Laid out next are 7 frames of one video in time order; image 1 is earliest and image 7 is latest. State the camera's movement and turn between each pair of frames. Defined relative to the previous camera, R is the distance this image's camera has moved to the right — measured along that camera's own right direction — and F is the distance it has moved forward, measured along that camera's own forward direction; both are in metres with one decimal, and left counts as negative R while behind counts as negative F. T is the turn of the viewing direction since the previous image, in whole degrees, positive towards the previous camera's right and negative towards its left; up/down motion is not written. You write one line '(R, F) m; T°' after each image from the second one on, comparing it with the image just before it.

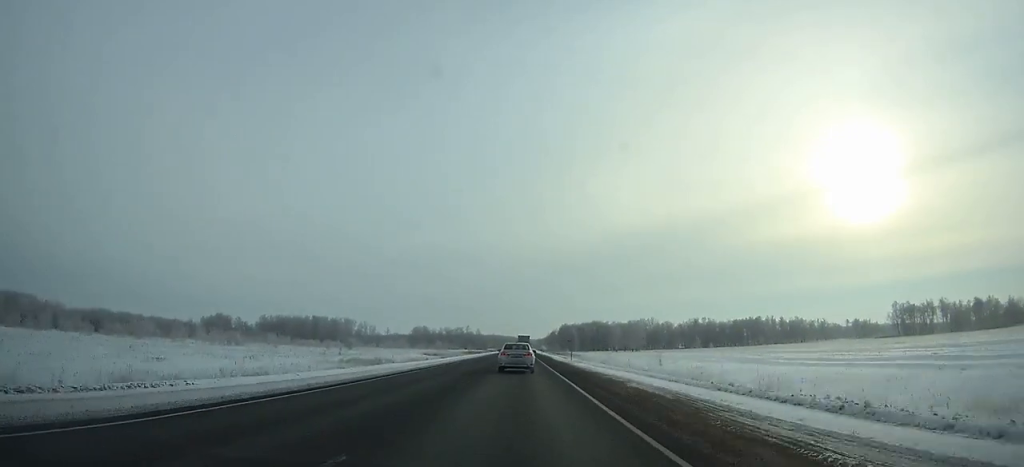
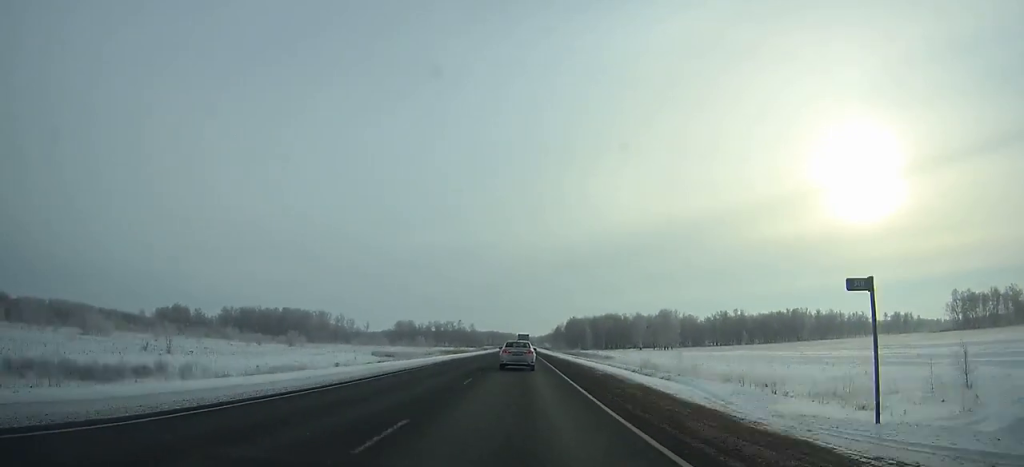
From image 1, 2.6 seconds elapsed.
(+0.1, +55.9) m; 0°
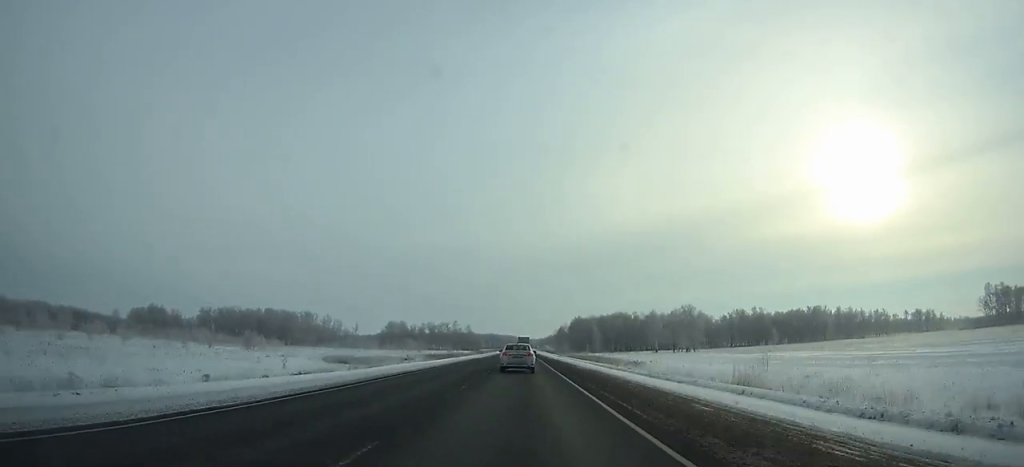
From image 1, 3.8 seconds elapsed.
(0.0, +26.0) m; 0°
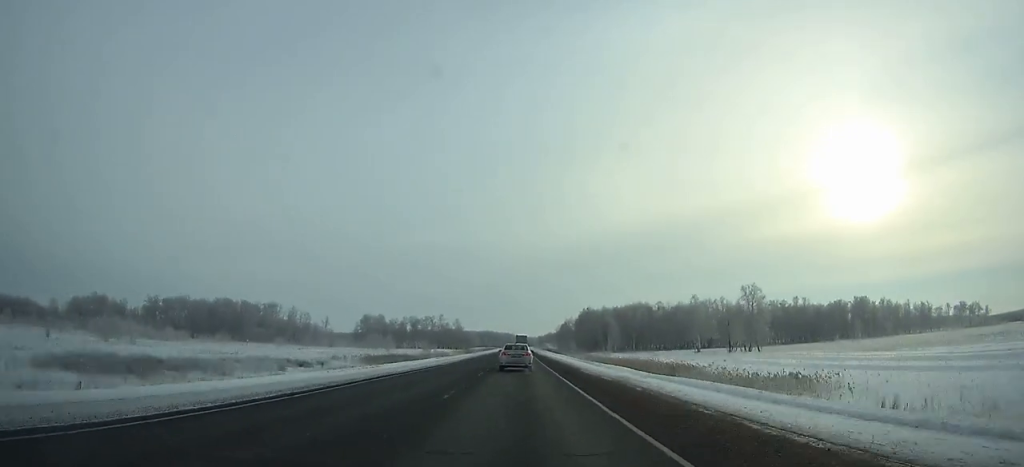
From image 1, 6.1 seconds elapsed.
(0.0, +50.0) m; 0°
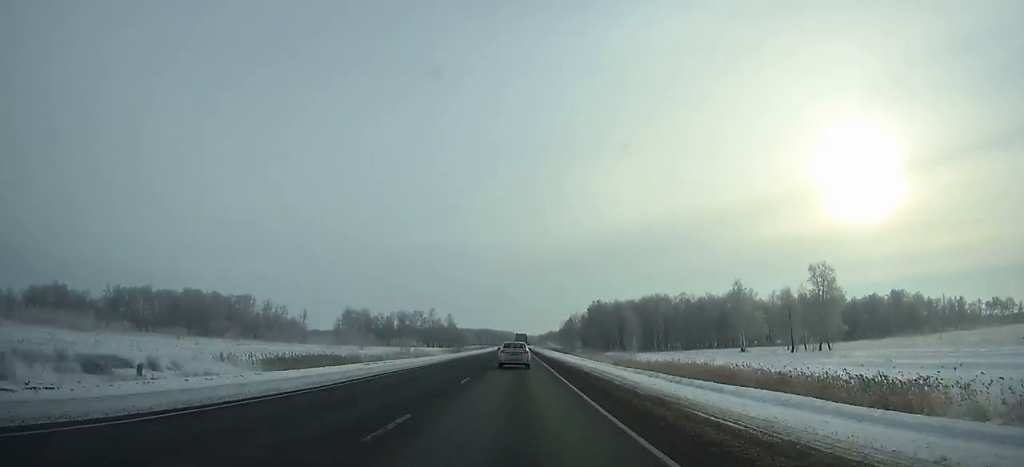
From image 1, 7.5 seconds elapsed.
(0.0, +30.9) m; 0°
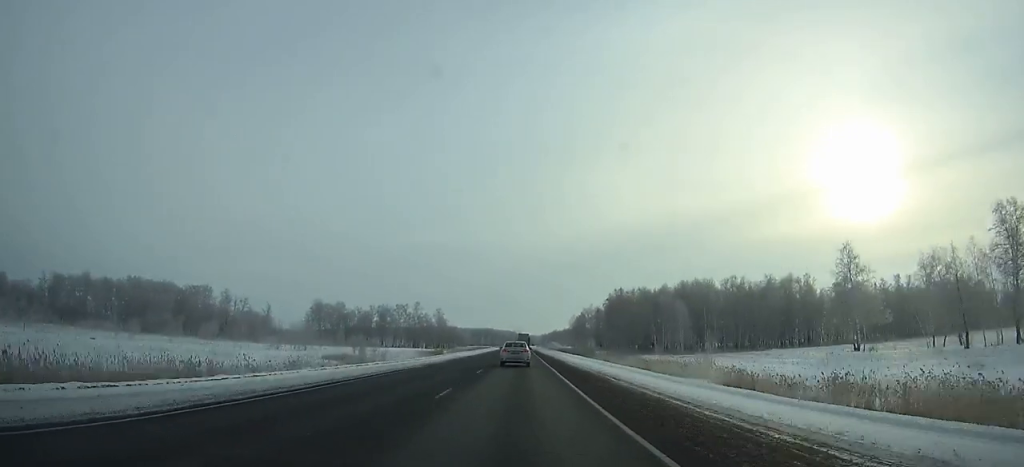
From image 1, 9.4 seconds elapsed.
(-0.1, +42.1) m; 0°
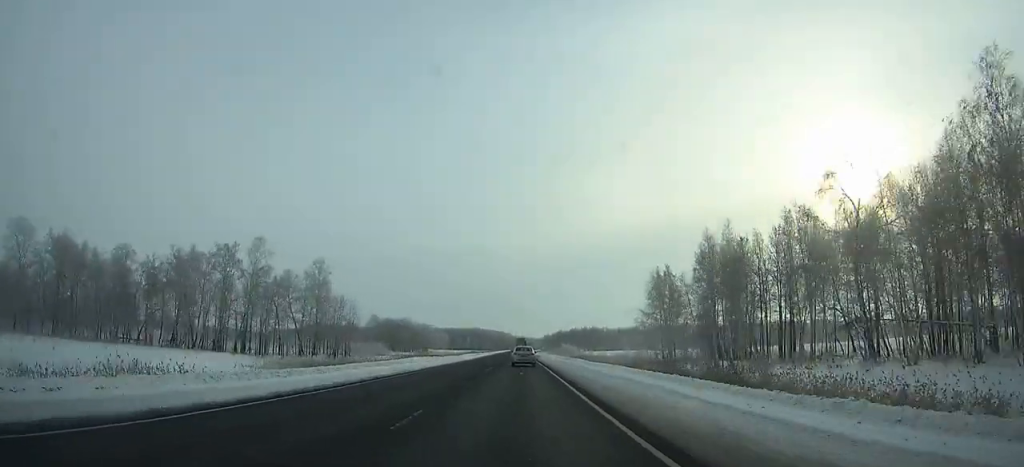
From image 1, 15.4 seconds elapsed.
(0.0, +138.7) m; 0°
